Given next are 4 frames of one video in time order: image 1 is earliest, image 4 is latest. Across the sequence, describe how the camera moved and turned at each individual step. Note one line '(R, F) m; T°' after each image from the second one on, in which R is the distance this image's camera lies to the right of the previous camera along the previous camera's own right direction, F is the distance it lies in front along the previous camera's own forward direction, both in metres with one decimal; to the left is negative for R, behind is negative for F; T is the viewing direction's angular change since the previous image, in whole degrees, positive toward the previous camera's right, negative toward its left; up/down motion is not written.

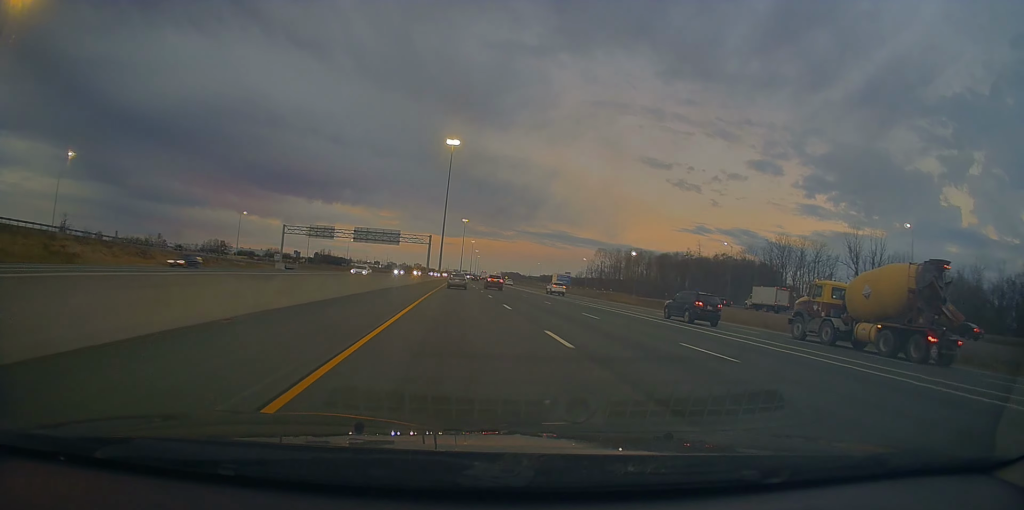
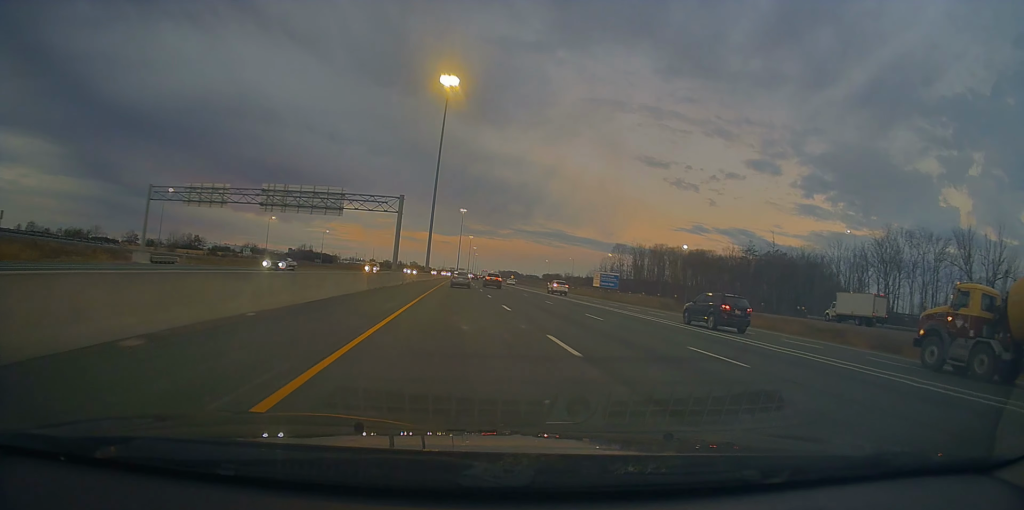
(+0.3, +47.9) m; 0°
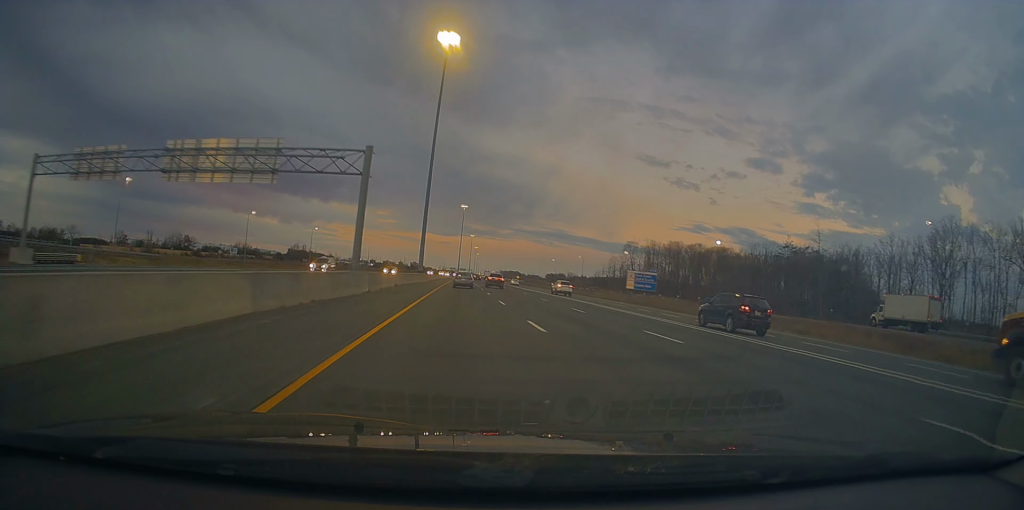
(-0.2, +19.7) m; +1°
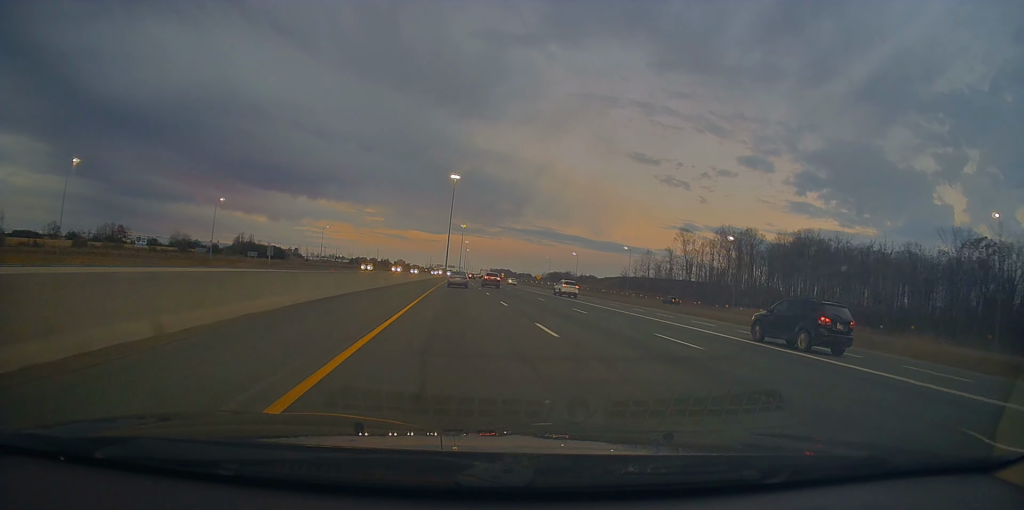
(+1.3, +83.8) m; +1°
